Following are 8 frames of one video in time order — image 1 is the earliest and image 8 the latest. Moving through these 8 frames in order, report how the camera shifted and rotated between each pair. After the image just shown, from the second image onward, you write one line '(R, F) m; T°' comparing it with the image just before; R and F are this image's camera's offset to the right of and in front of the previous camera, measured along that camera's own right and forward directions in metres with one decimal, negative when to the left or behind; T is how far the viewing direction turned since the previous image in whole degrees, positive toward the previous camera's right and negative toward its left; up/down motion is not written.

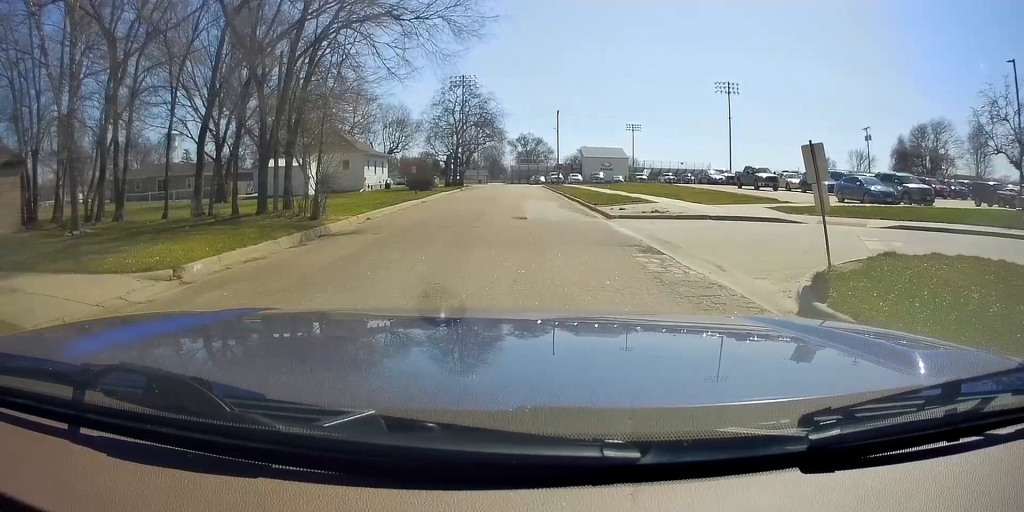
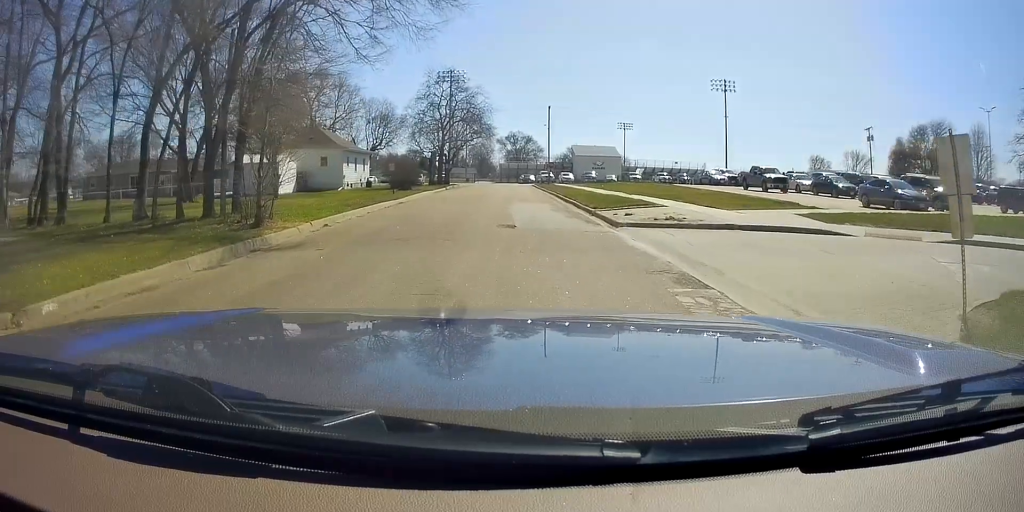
(-0.4, +3.7) m; -4°
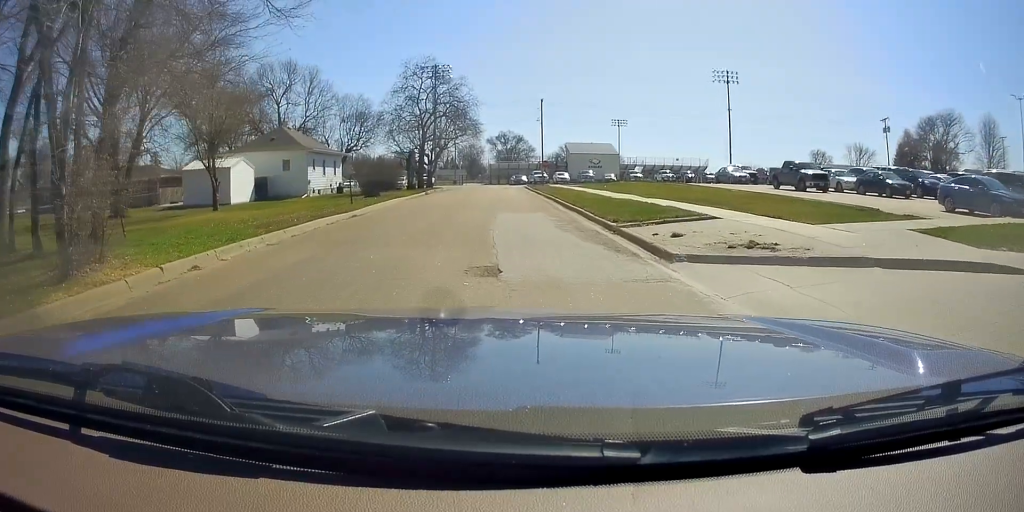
(-0.3, +7.5) m; -2°
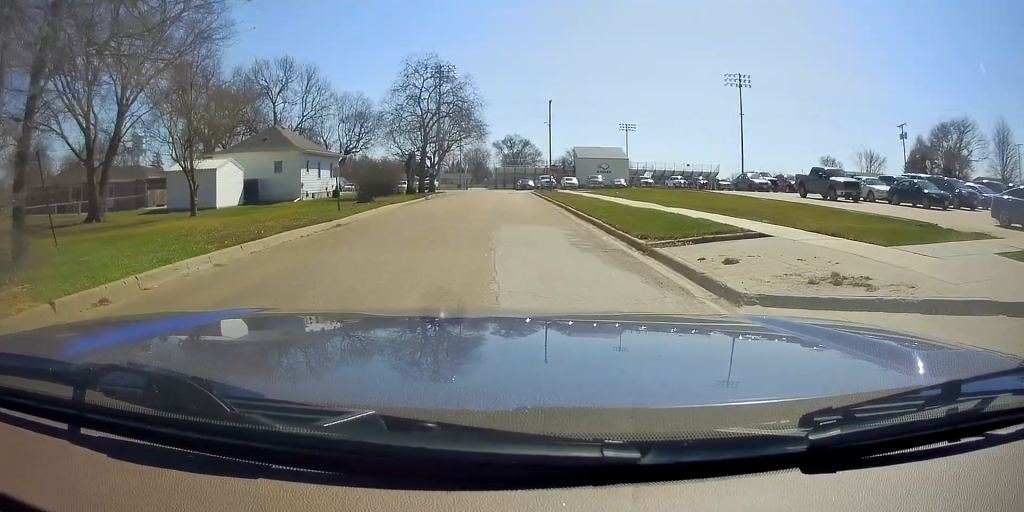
(0.0, +3.2) m; +1°
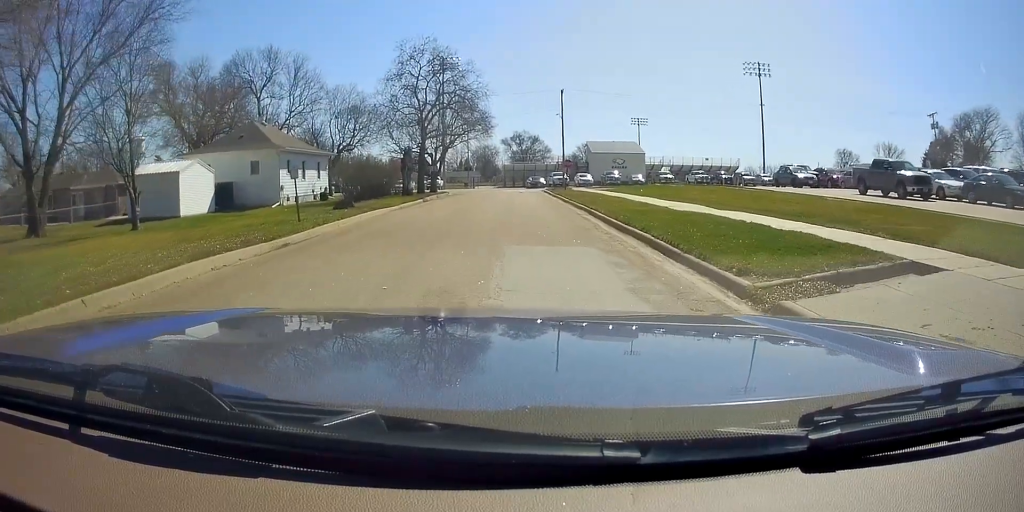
(+0.1, +6.4) m; +2°
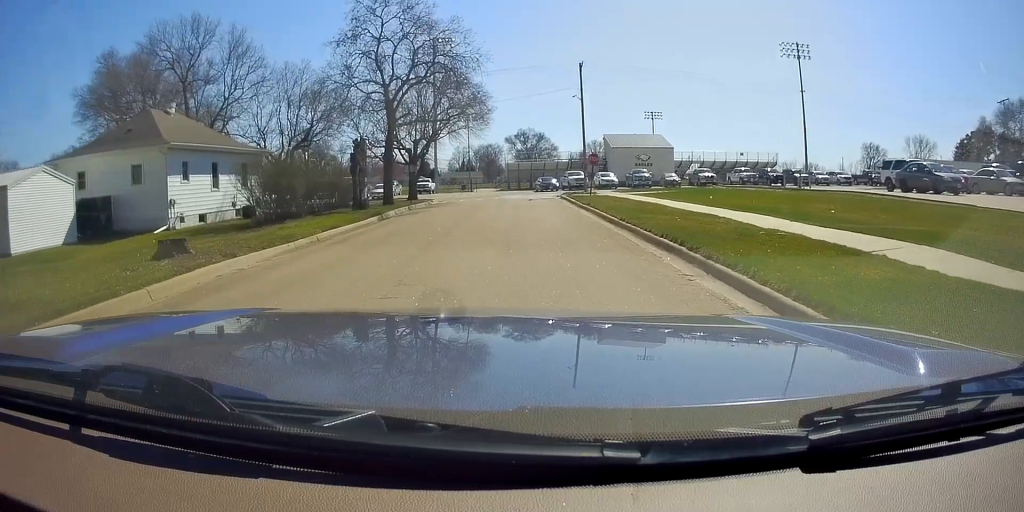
(-0.3, +15.5) m; -5°
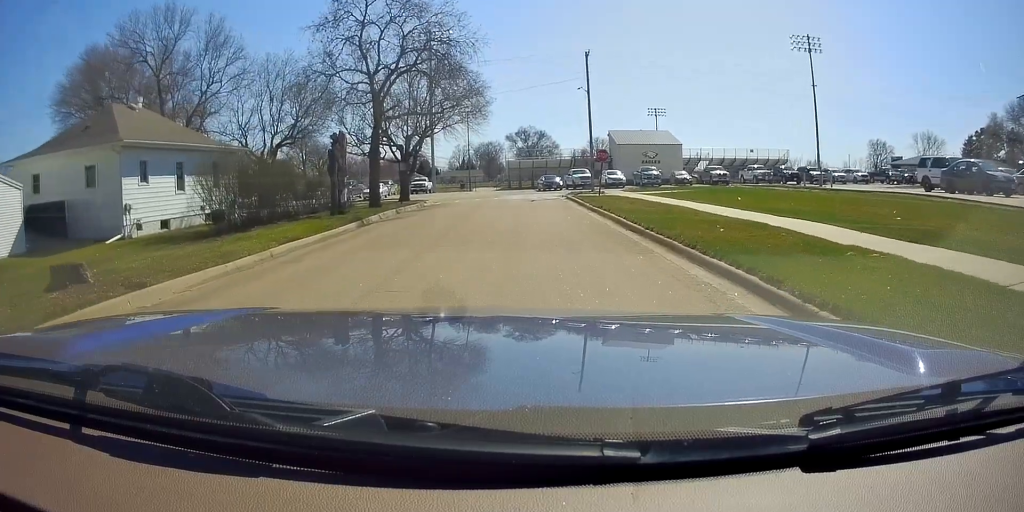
(+0.1, +3.8) m; -2°
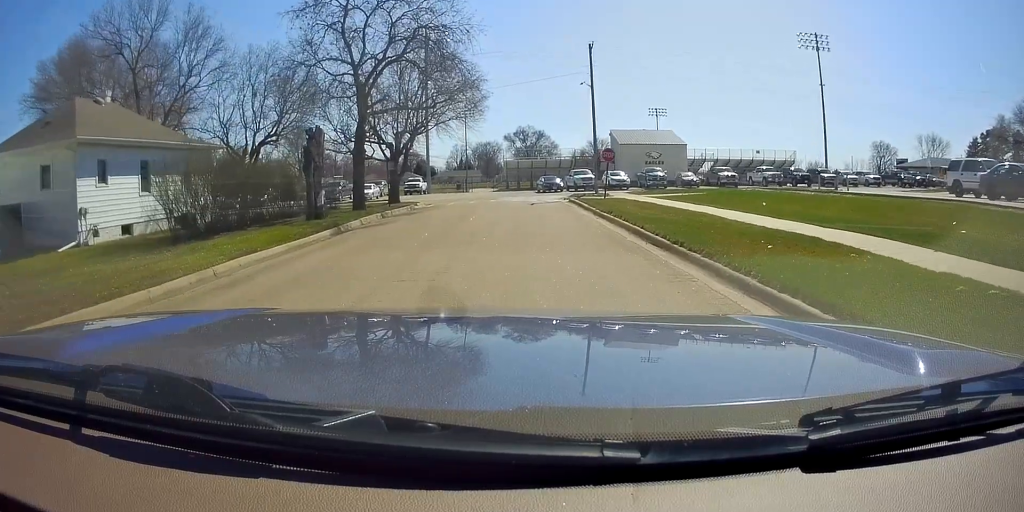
(-0.1, +3.0) m; 0°
